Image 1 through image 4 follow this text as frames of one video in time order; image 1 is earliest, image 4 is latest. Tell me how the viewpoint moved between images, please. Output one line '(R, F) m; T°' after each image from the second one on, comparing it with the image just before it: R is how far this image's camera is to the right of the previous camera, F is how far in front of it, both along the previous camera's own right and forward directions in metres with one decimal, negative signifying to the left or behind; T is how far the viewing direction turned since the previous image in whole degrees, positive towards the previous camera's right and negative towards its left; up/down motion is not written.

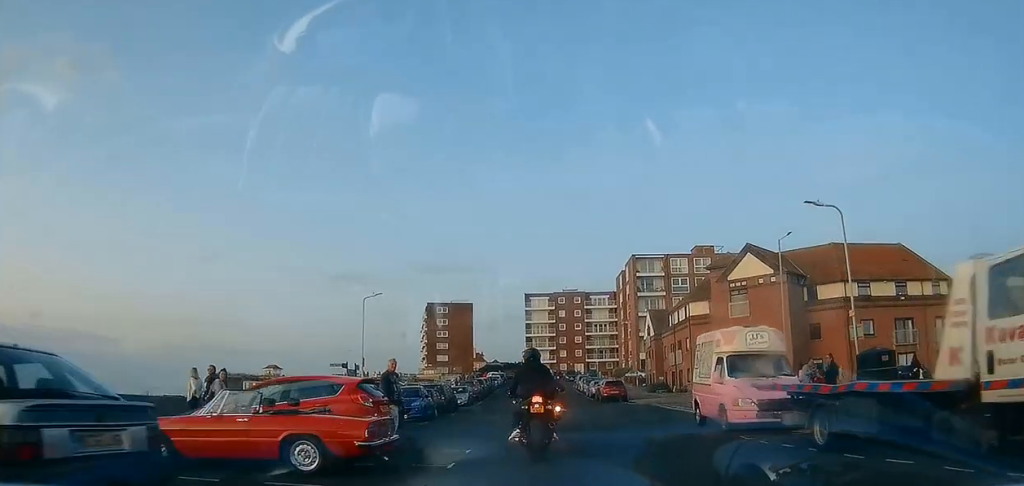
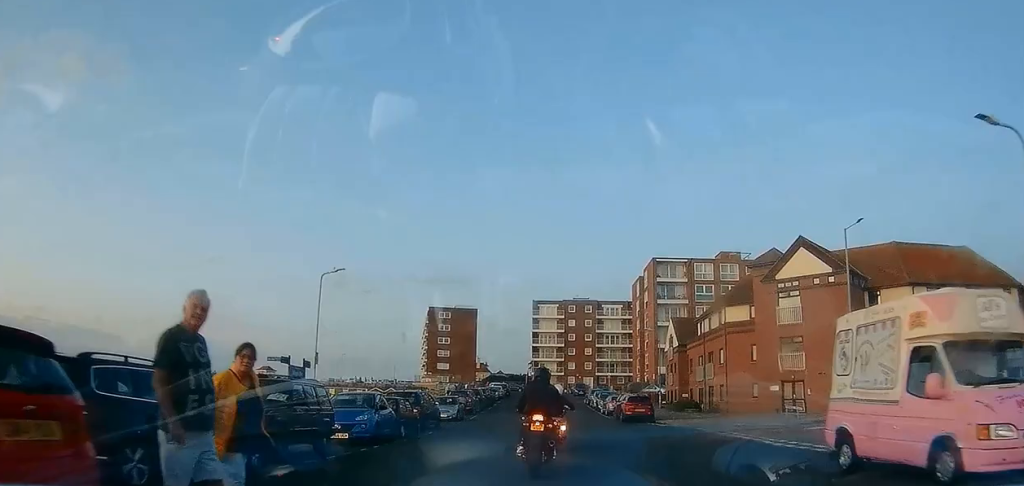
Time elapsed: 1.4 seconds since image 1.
(+0.1, +9.7) m; -1°
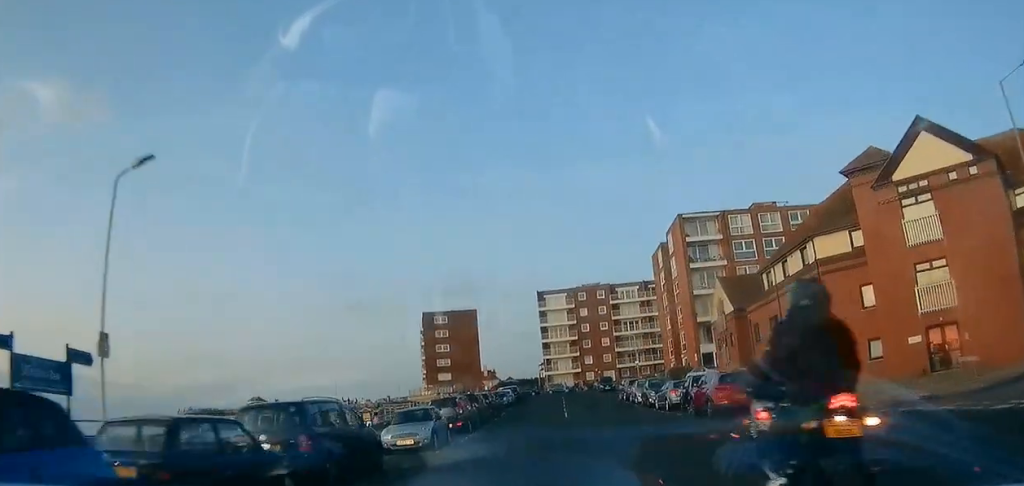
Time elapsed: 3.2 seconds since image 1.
(-0.4, +17.1) m; -1°
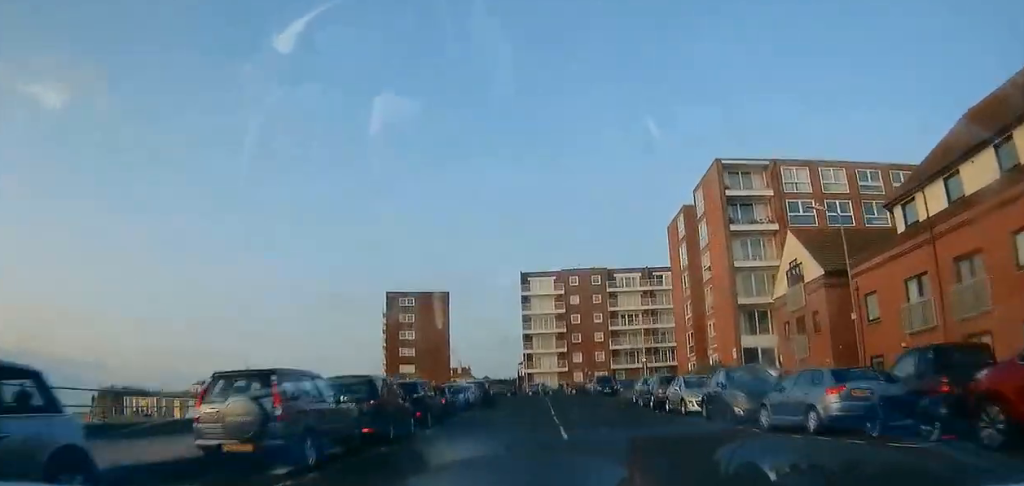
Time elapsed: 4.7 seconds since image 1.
(+0.4, +18.4) m; +2°
